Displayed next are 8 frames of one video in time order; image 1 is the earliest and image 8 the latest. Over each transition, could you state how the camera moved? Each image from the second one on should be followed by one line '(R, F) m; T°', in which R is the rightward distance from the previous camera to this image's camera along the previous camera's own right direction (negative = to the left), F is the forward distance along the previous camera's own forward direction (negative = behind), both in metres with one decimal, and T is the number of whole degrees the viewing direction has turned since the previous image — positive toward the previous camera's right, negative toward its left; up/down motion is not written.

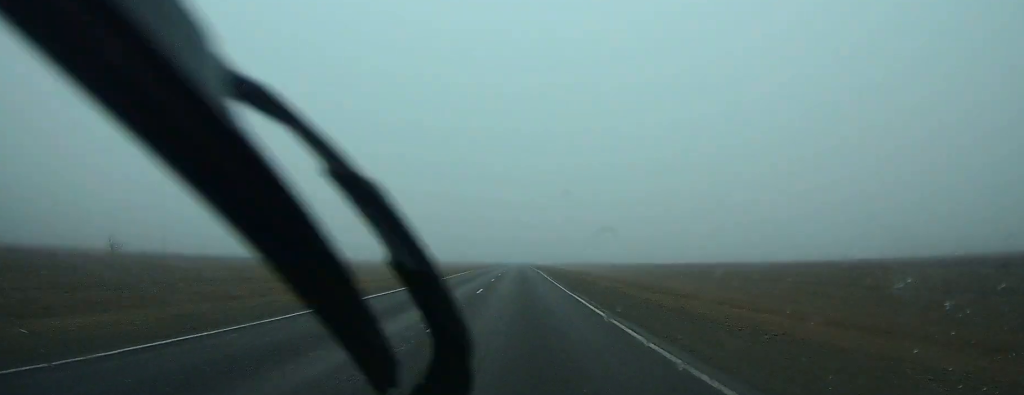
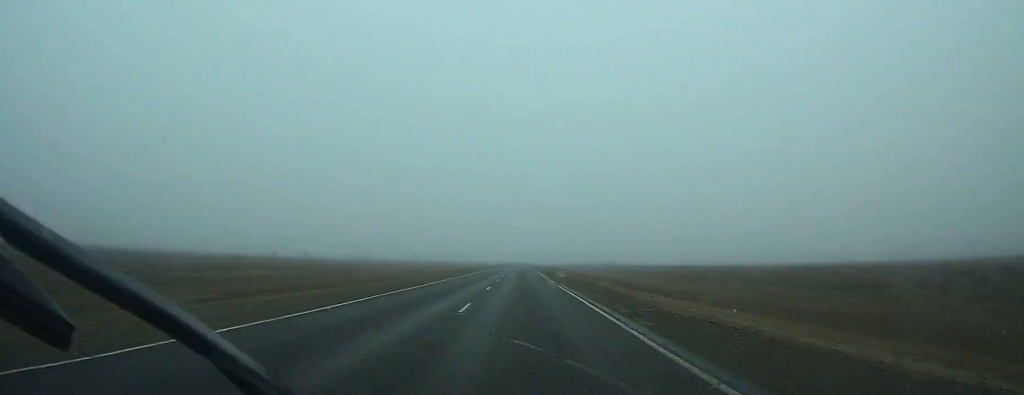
(+0.5, +104.0) m; 0°
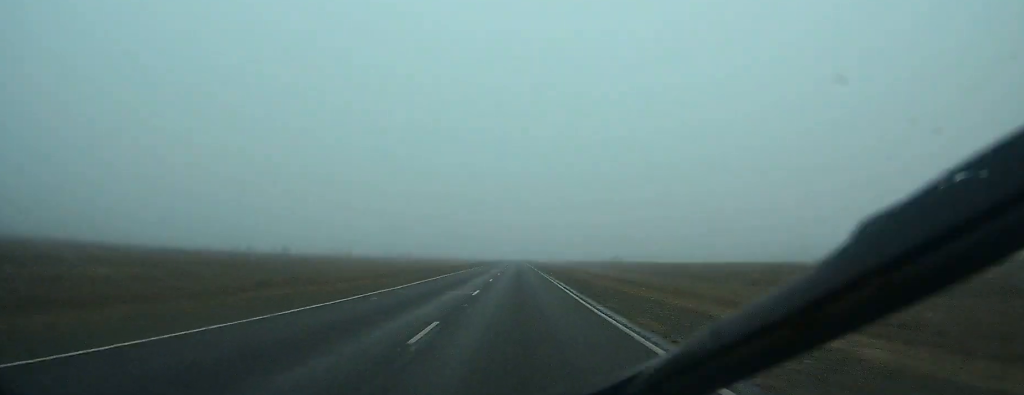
(0.0, +28.8) m; 0°
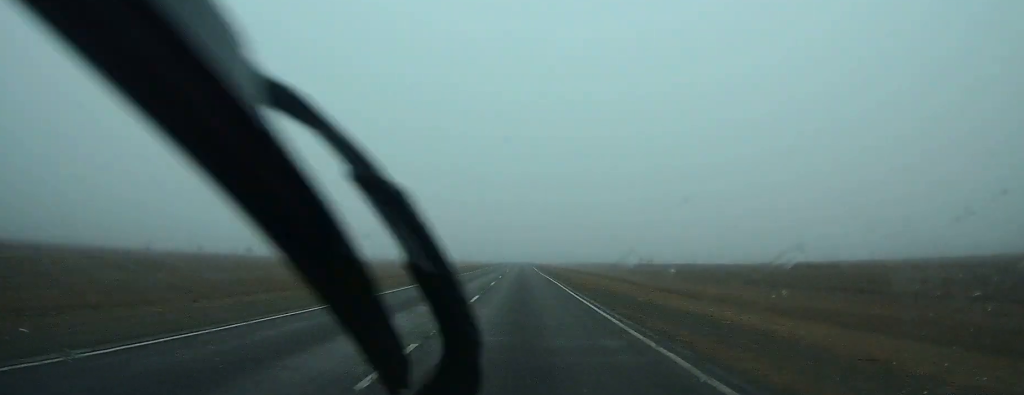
(0.0, +50.8) m; 0°
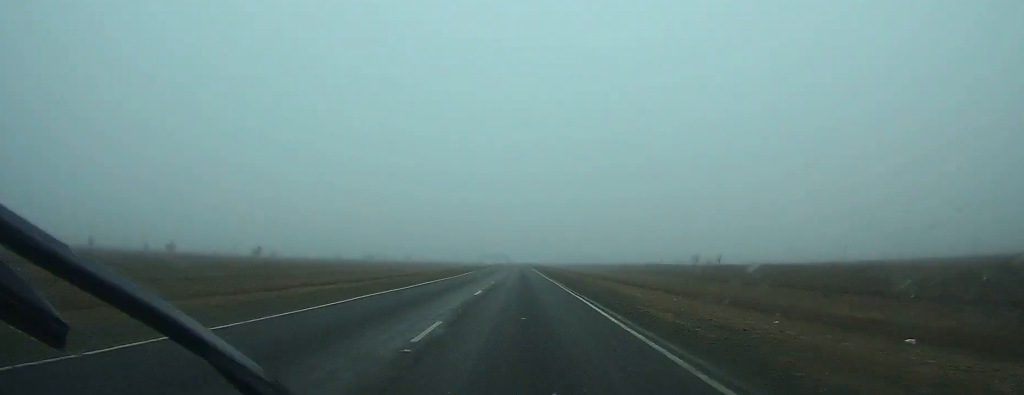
(0.0, +72.3) m; 0°
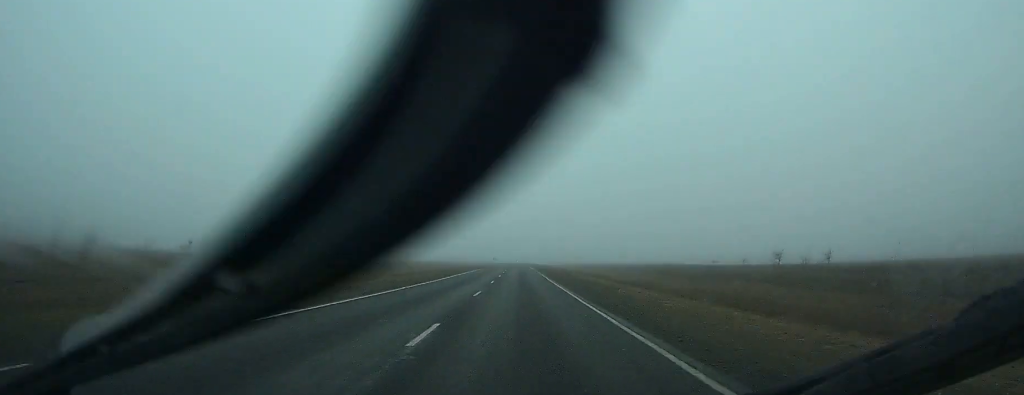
(0.0, +49.0) m; 0°
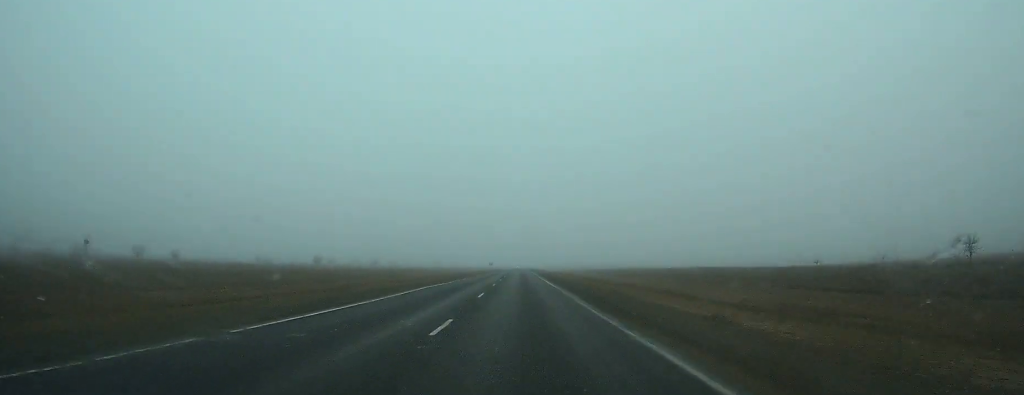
(0.0, +45.7) m; 0°
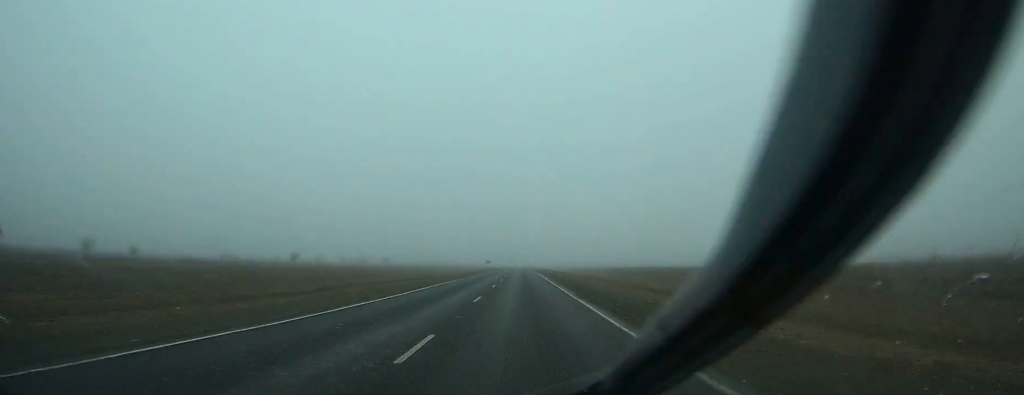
(0.0, +25.8) m; 0°
